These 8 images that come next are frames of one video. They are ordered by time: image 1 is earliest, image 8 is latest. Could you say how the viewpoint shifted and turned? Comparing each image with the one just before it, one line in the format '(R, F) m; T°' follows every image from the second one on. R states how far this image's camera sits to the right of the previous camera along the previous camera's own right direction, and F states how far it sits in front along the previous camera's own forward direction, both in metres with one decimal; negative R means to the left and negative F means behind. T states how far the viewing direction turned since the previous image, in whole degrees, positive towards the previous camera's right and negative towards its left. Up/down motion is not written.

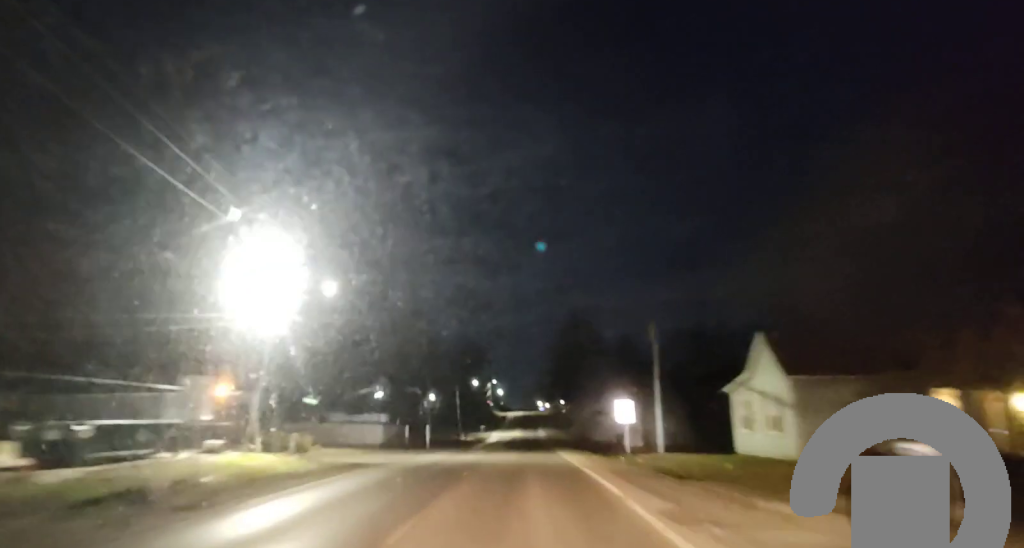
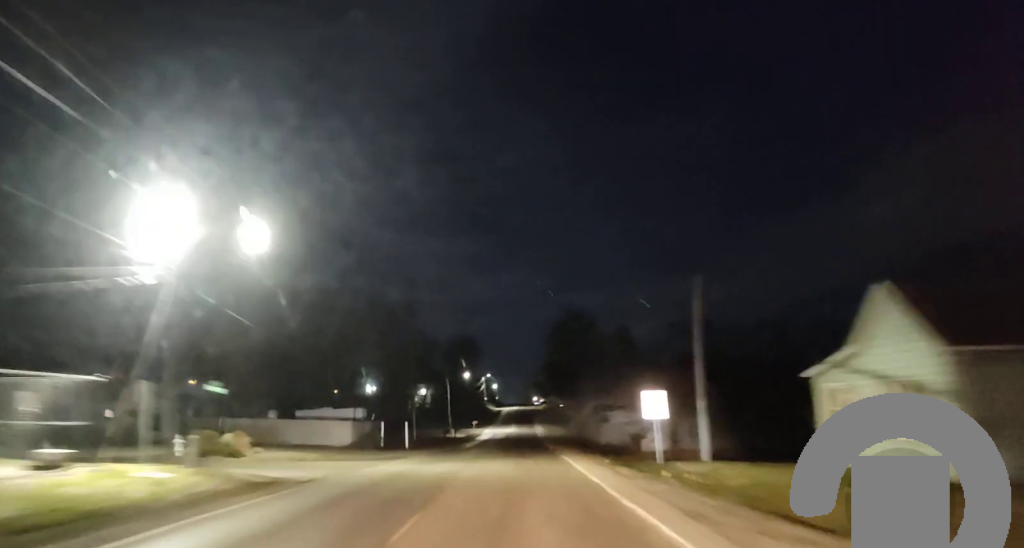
(+0.1, +12.5) m; +1°
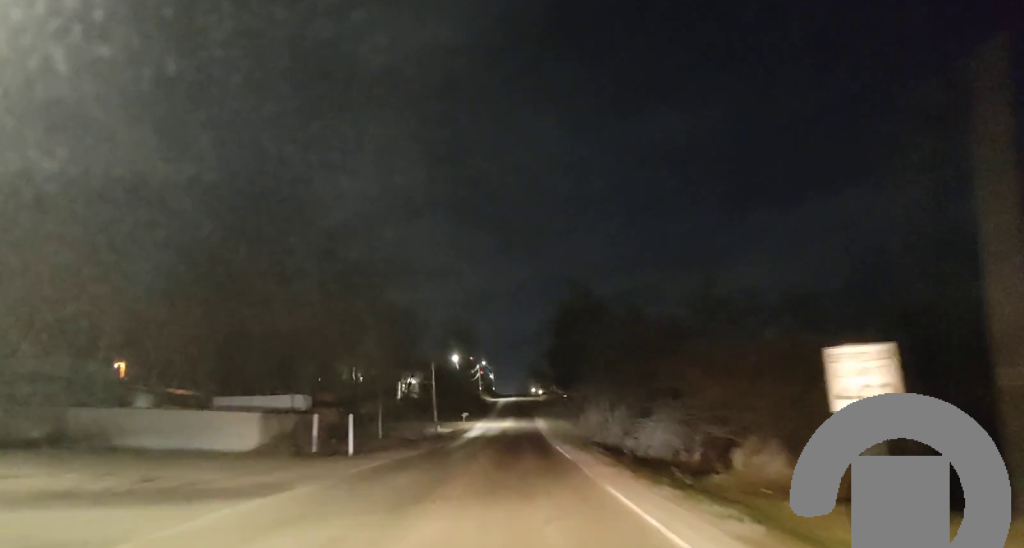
(+0.3, +20.4) m; 0°
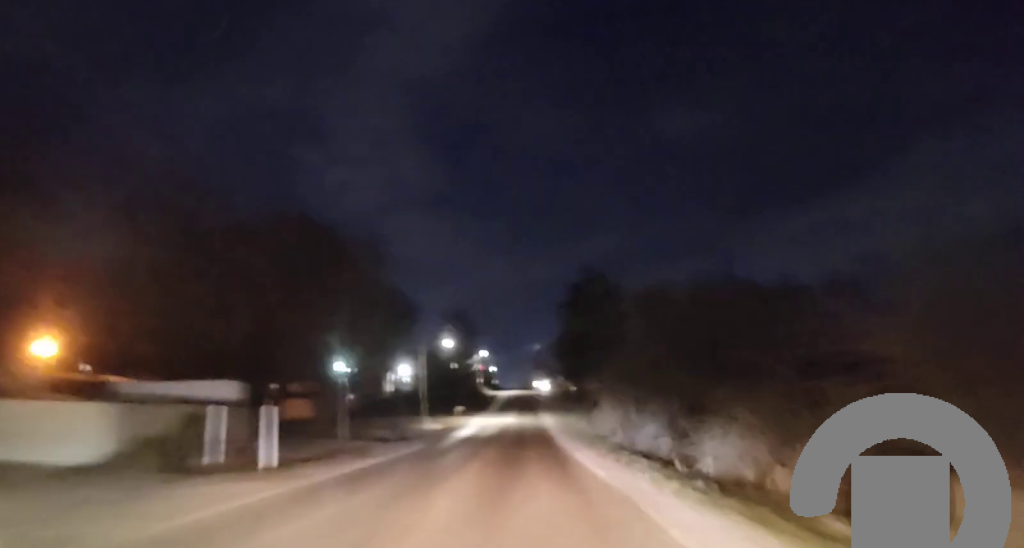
(-0.2, +14.1) m; -1°
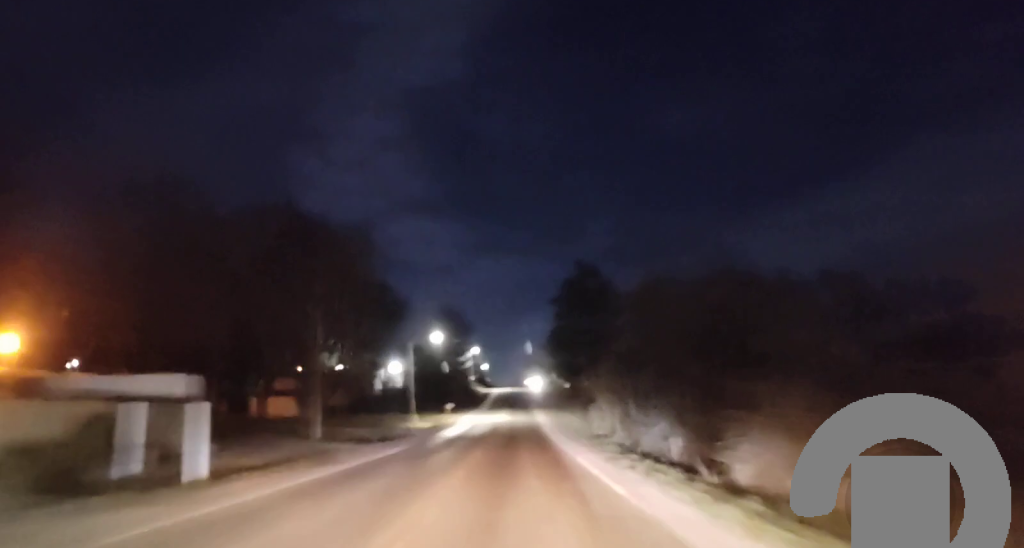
(0.0, +7.1) m; +1°
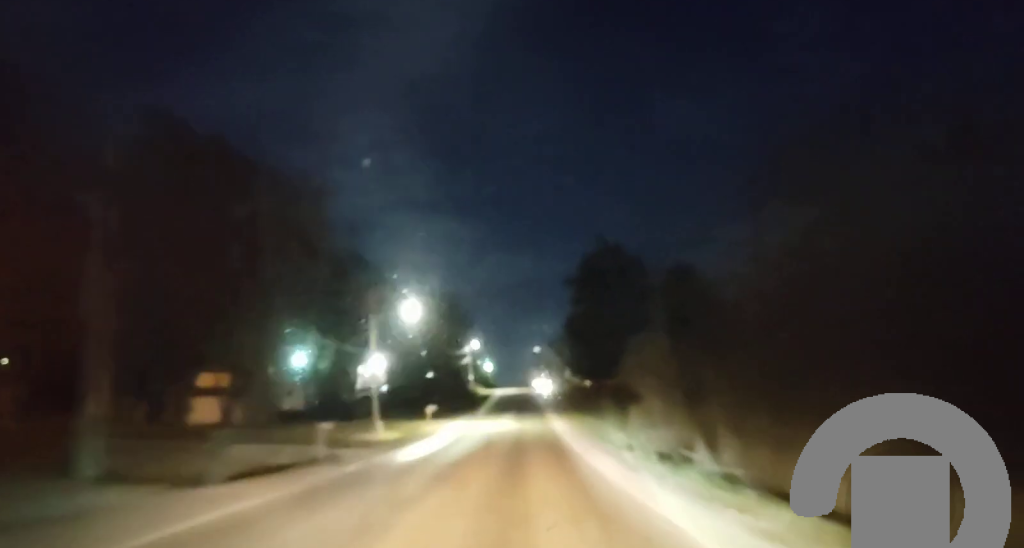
(+0.5, +22.1) m; +1°
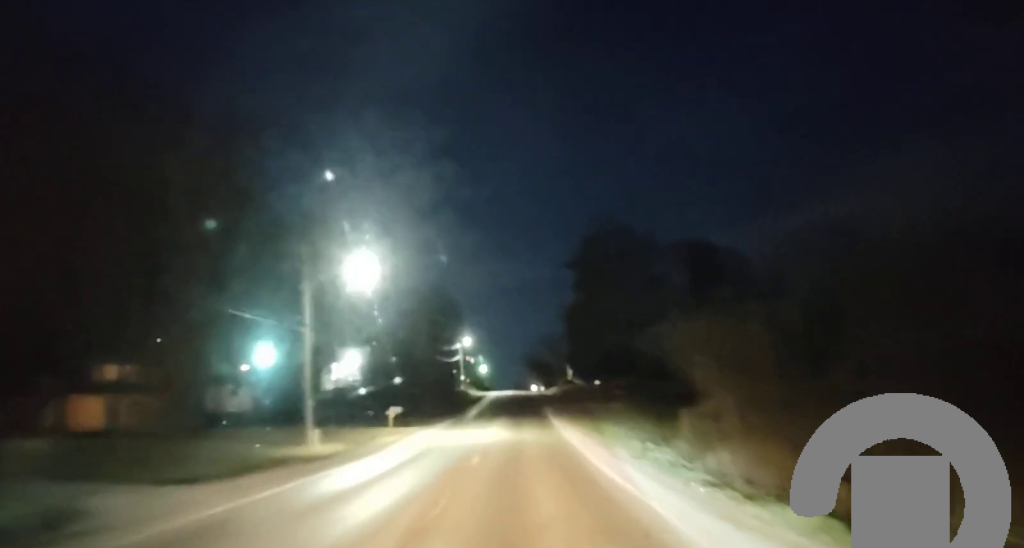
(-0.3, +19.8) m; 0°
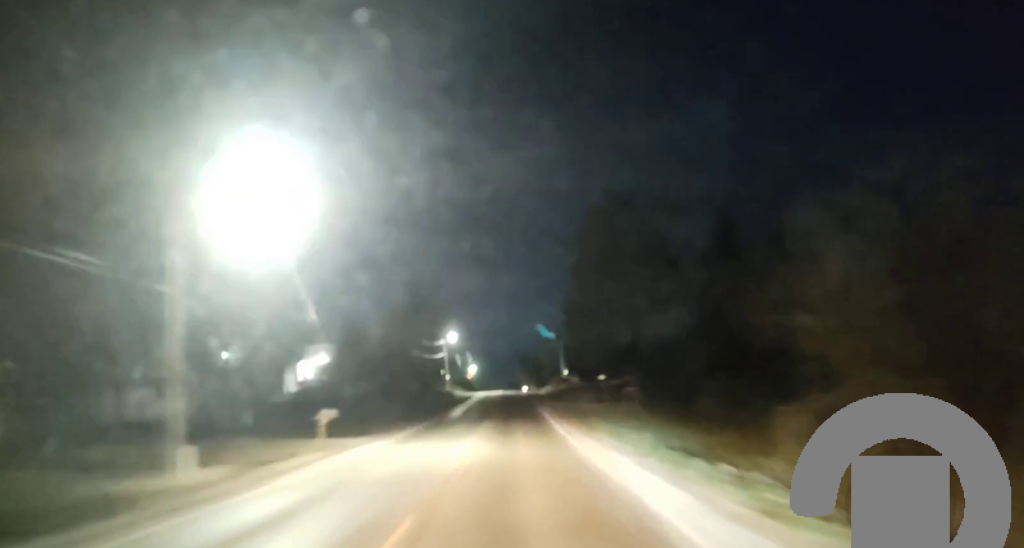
(+0.4, +16.4) m; +1°
